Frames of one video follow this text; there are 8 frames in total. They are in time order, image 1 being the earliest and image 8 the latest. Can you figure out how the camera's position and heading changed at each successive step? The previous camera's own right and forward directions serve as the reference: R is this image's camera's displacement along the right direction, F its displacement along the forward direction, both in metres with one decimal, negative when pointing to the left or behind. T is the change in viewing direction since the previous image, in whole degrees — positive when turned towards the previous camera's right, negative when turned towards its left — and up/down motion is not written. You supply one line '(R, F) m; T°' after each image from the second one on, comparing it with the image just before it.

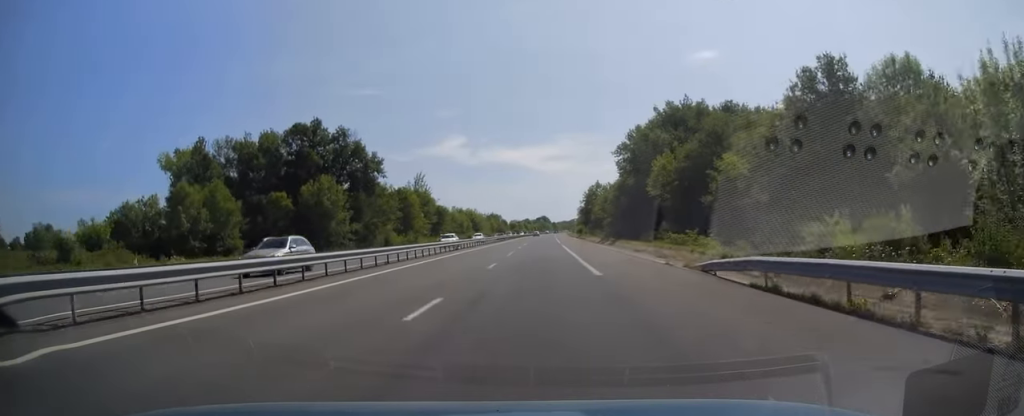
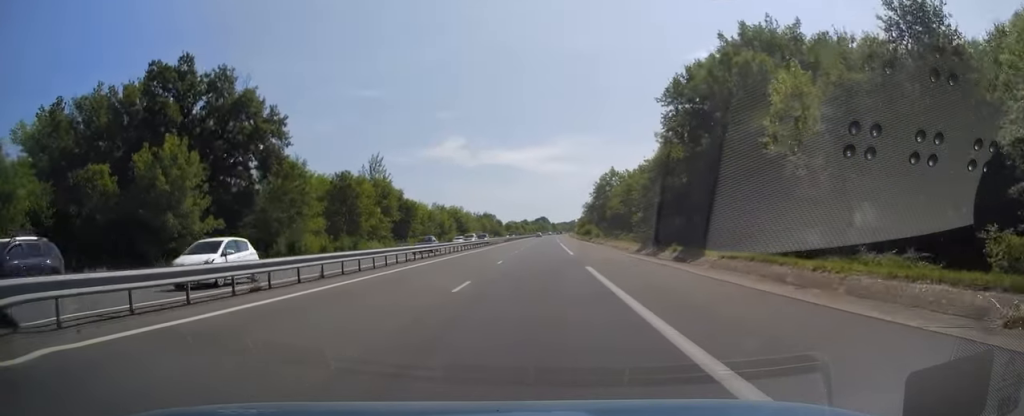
(0.0, +34.4) m; 0°
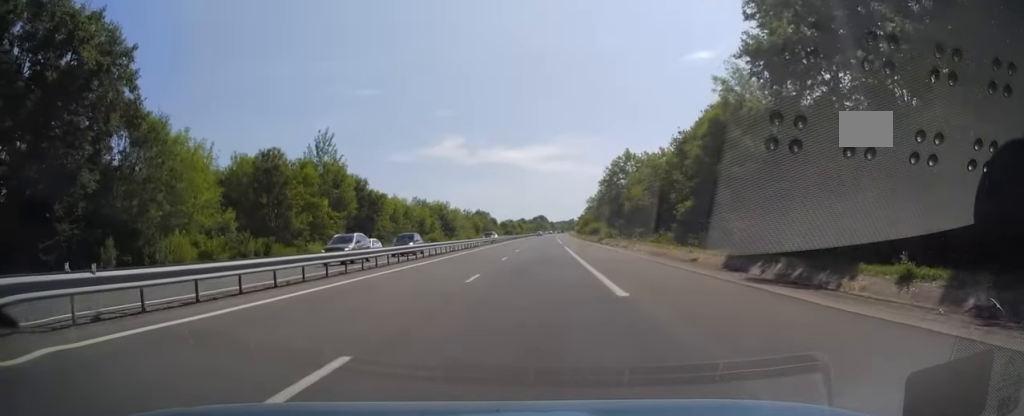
(0.0, +23.5) m; 0°
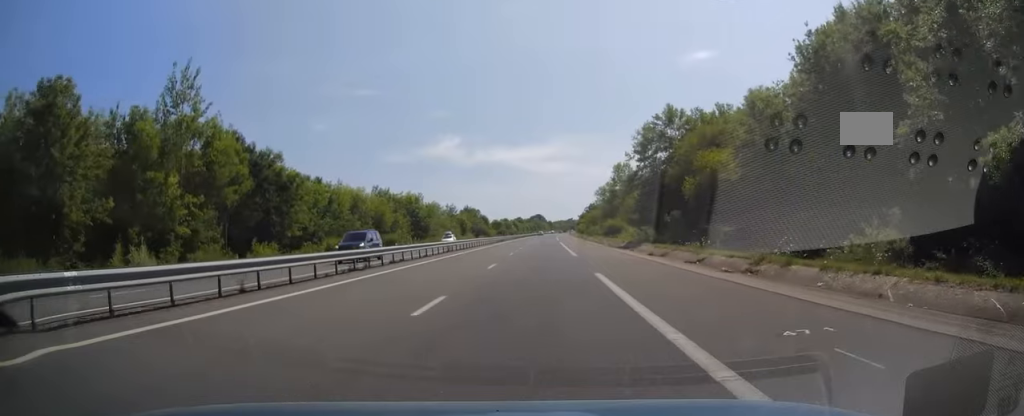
(0.0, +32.8) m; 0°
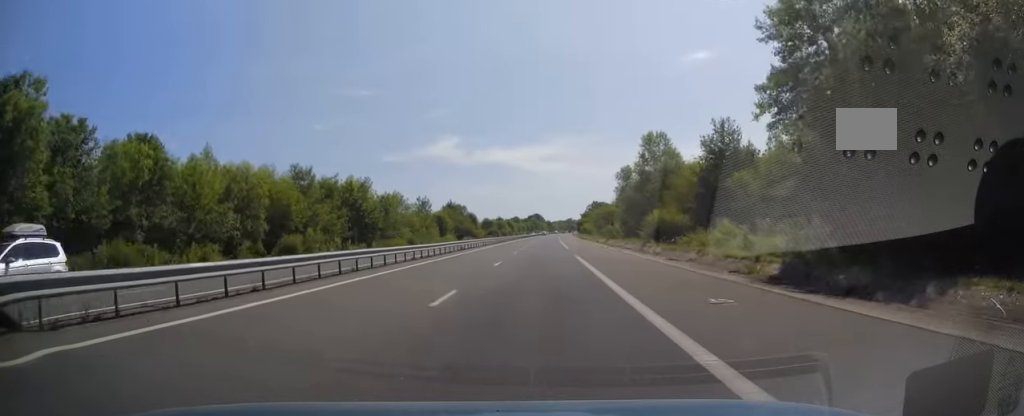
(0.0, +37.8) m; 0°
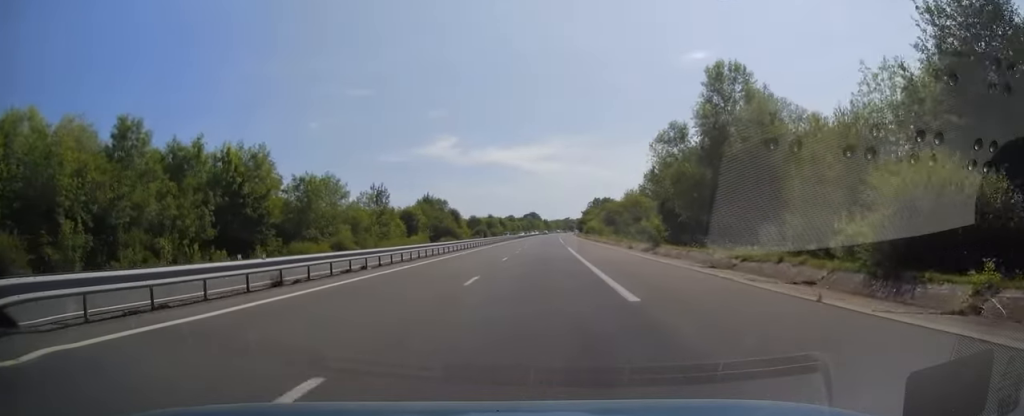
(+0.1, +35.0) m; +1°
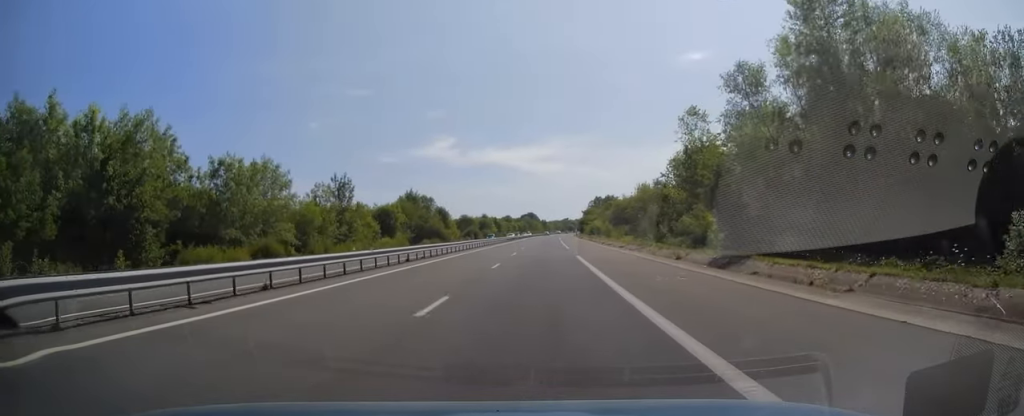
(+0.3, +18.8) m; 0°
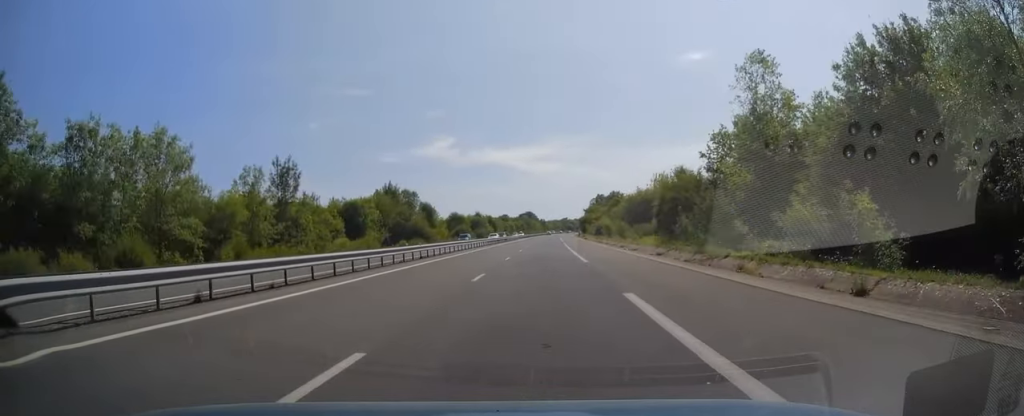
(-0.1, +19.2) m; 0°
